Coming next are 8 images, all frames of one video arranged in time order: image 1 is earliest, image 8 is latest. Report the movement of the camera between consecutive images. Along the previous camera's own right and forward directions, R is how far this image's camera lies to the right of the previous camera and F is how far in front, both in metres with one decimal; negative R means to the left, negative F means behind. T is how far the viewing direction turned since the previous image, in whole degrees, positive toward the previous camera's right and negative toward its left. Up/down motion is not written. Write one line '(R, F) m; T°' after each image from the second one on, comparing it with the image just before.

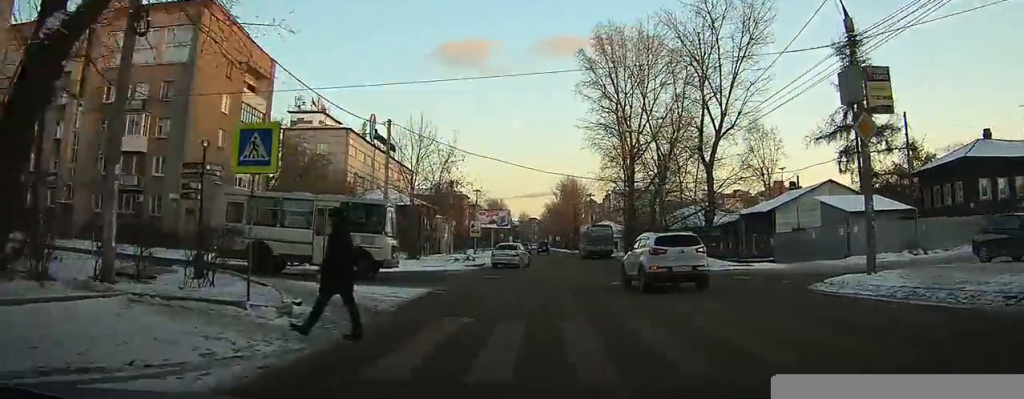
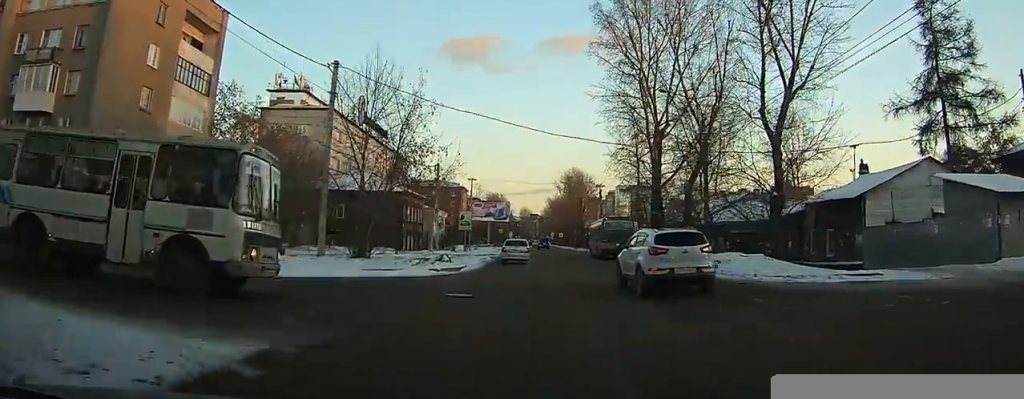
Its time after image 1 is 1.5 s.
(0.0, +10.9) m; 0°
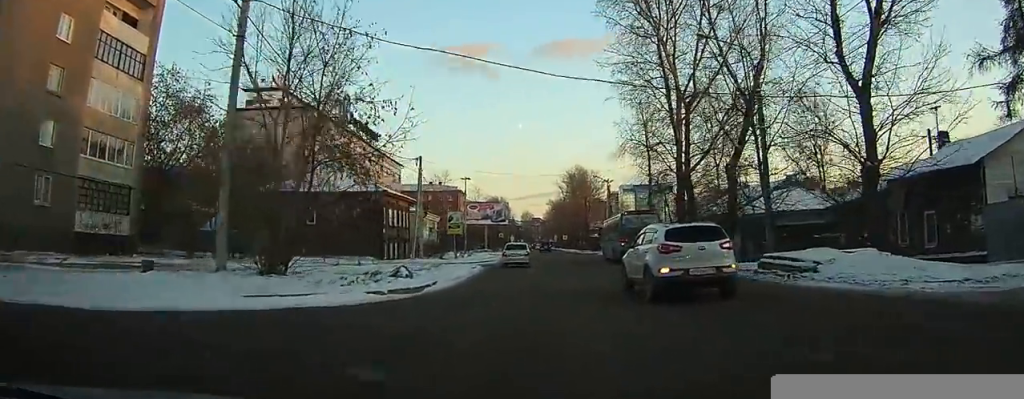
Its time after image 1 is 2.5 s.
(0.0, +7.4) m; -1°
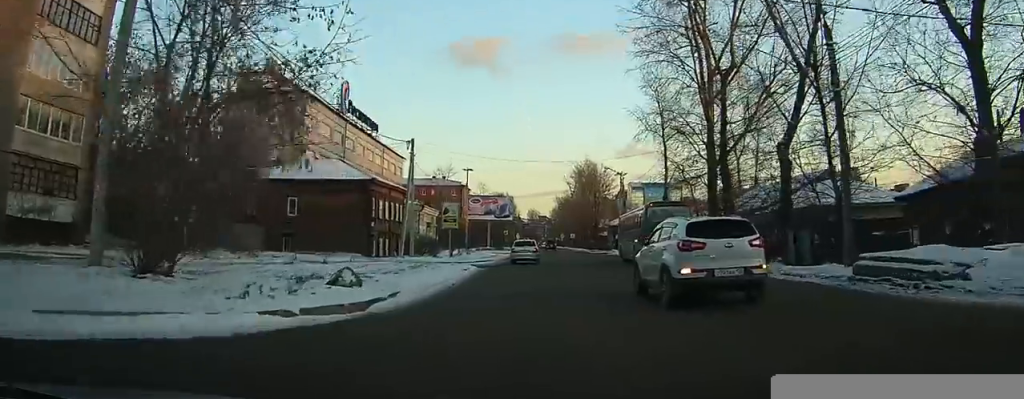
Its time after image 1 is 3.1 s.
(-0.1, +5.0) m; -1°
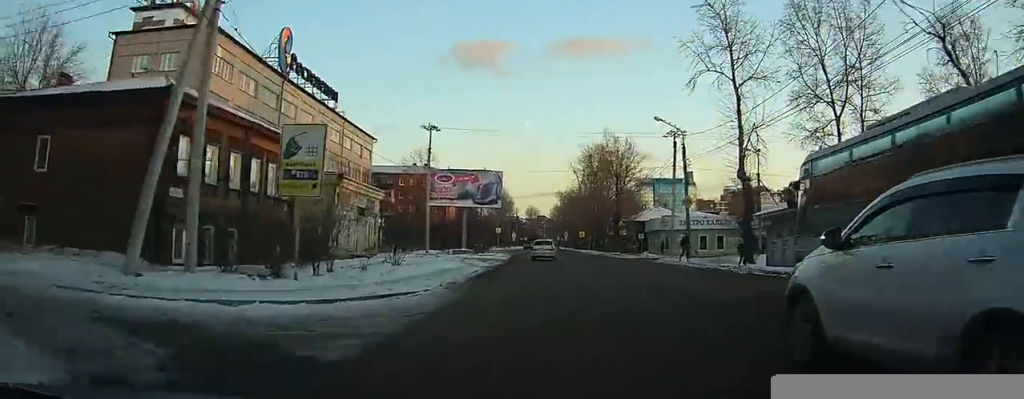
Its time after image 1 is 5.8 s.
(-0.4, +24.2) m; 0°
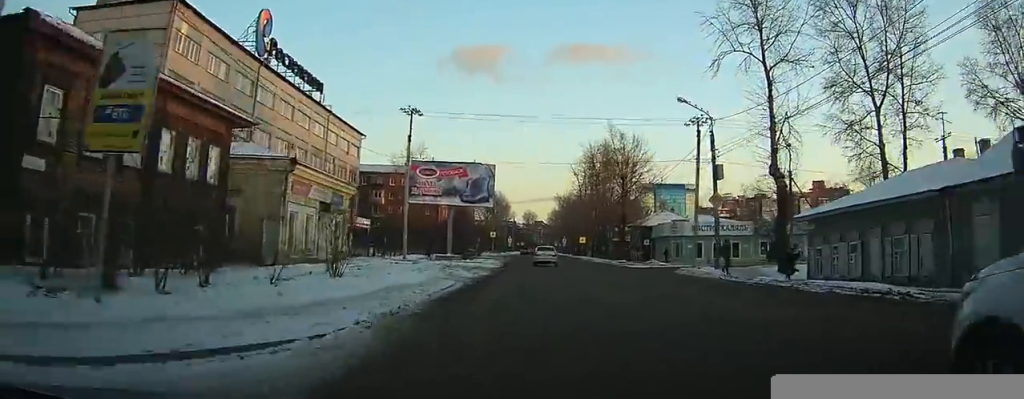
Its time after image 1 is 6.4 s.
(+0.2, +6.5) m; +1°
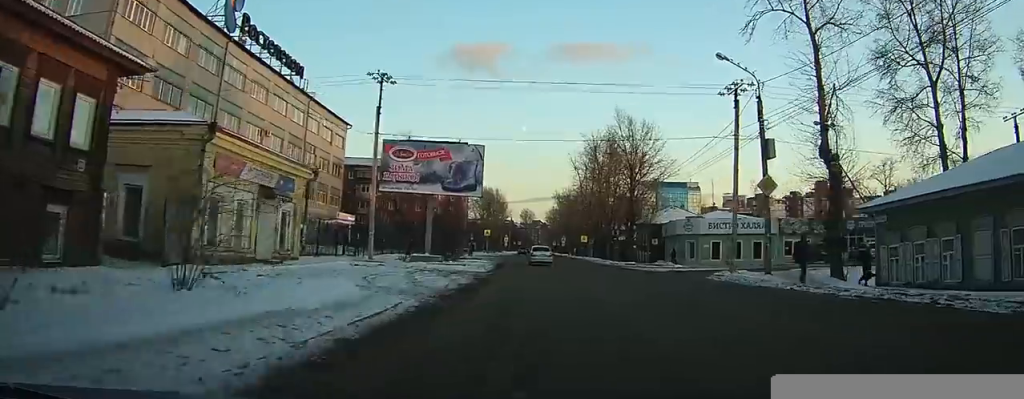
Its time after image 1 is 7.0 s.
(+0.1, +7.1) m; +1°
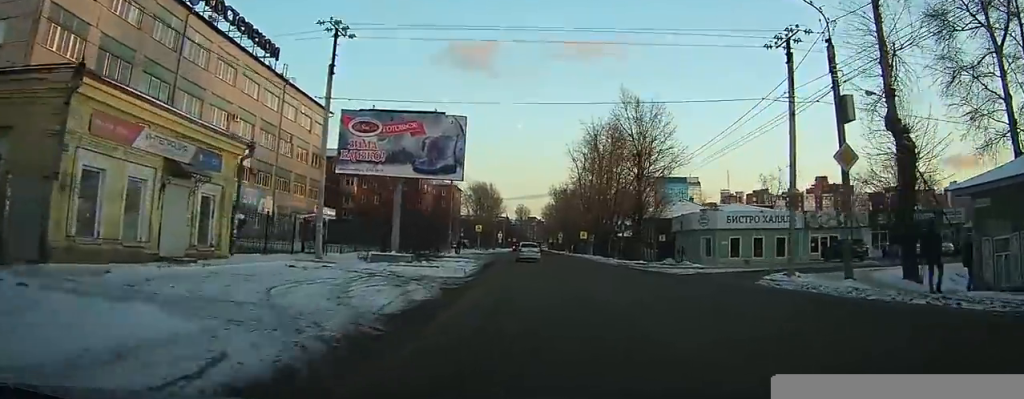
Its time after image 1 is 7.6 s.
(0.0, +6.6) m; +1°
